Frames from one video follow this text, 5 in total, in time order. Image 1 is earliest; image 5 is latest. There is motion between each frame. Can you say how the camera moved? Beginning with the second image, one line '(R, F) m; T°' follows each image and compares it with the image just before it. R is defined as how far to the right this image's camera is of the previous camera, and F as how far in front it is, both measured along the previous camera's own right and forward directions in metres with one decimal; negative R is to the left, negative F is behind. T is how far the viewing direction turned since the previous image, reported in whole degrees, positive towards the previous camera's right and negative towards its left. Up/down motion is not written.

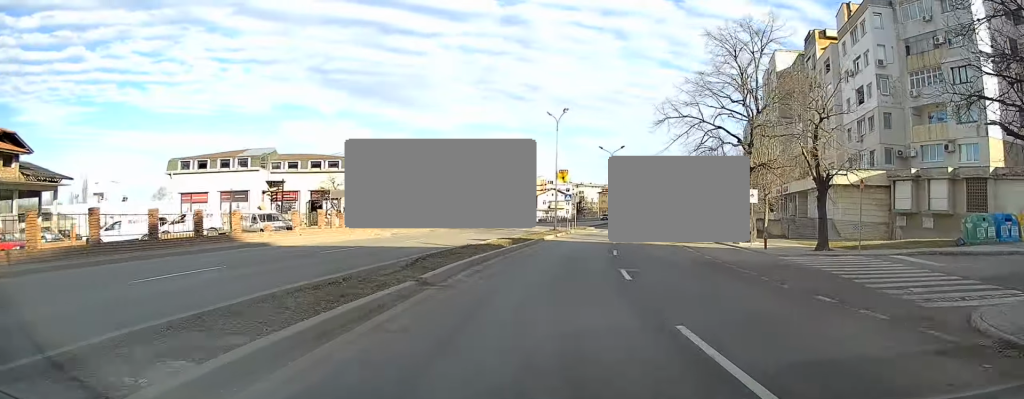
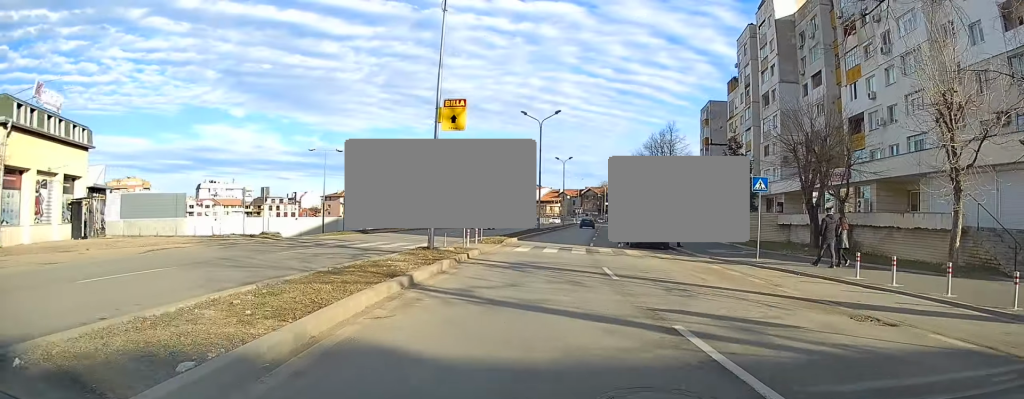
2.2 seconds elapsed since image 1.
(+2.0, +28.7) m; +9°
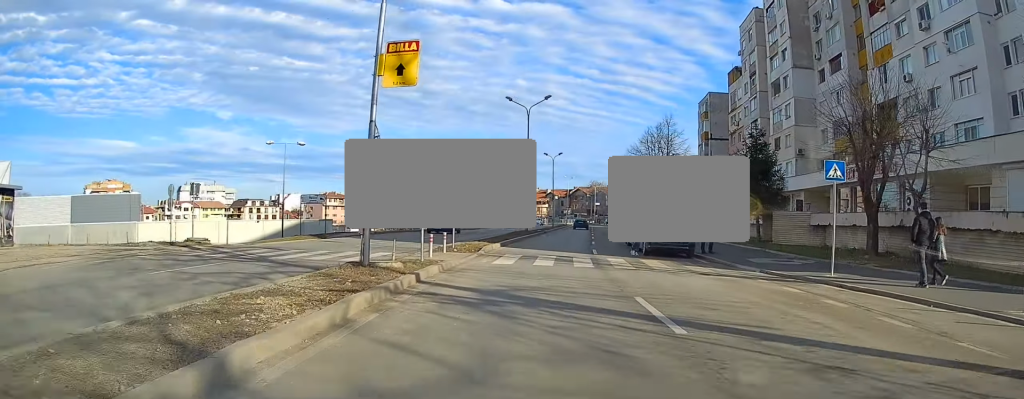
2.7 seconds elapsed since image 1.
(+0.3, +6.6) m; +2°
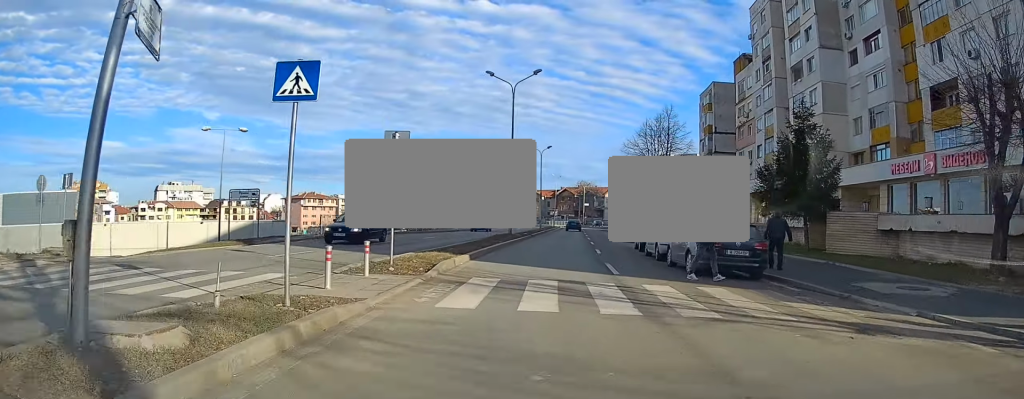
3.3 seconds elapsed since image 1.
(+0.2, +7.8) m; +1°
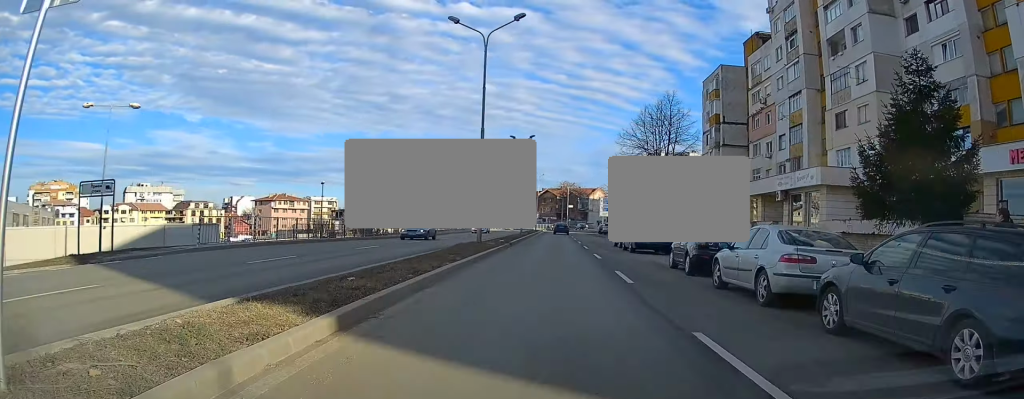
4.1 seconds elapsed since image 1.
(+0.1, +10.6) m; +1°
